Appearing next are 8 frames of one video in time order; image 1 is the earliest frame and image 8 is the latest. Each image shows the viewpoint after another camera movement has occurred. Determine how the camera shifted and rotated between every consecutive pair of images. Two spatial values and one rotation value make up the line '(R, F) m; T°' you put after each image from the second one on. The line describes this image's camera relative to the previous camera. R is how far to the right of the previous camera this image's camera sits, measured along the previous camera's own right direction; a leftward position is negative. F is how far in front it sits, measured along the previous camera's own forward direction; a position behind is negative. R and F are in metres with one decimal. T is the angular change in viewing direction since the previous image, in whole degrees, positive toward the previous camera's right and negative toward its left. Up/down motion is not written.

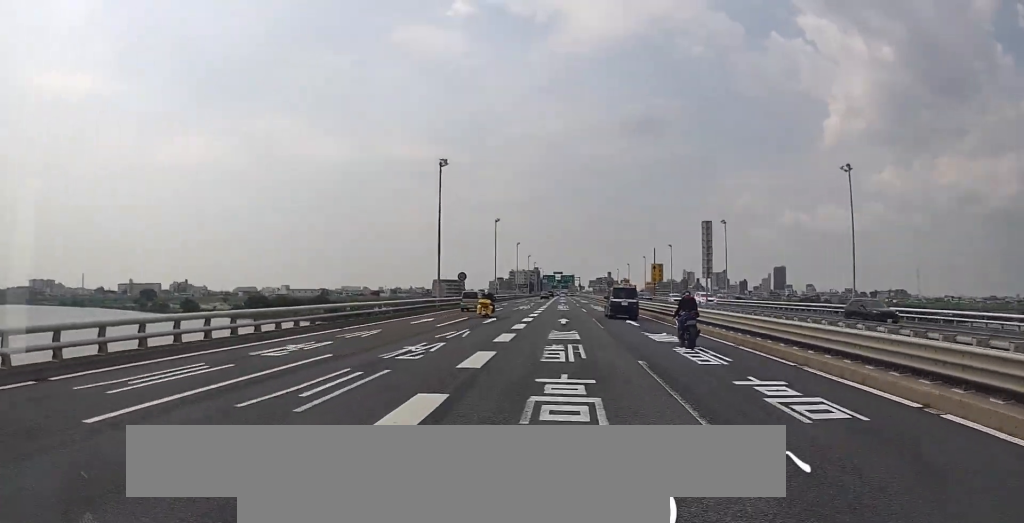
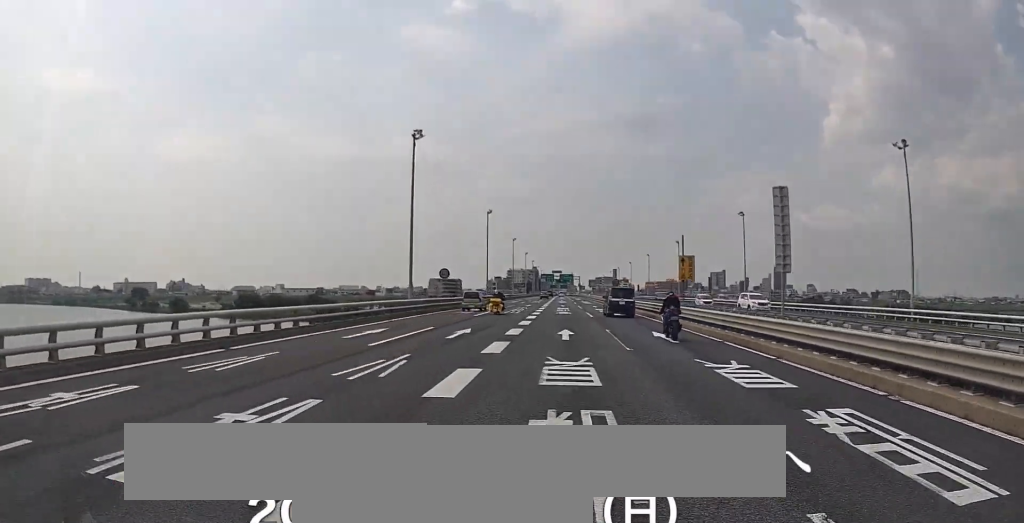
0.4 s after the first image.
(0.0, +9.1) m; 0°
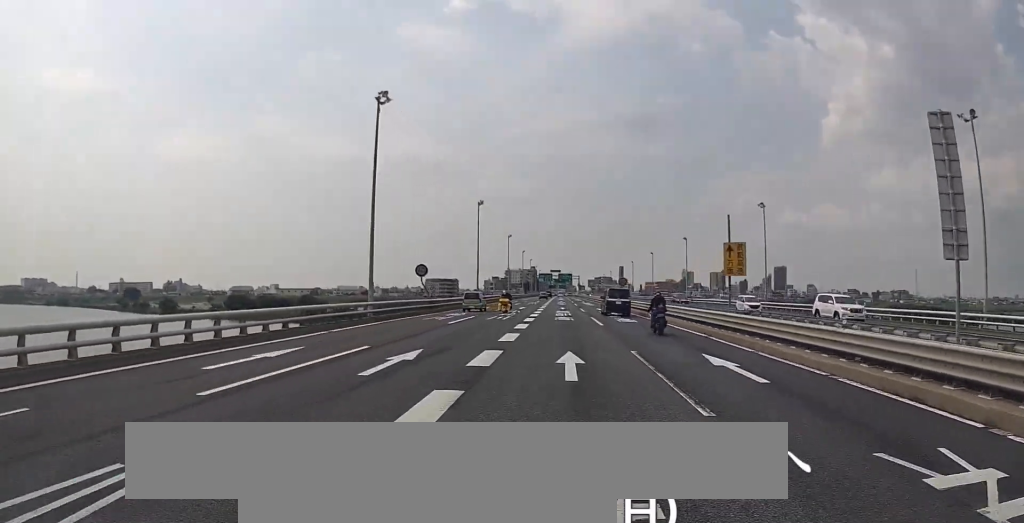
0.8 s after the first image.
(0.0, +8.3) m; 0°
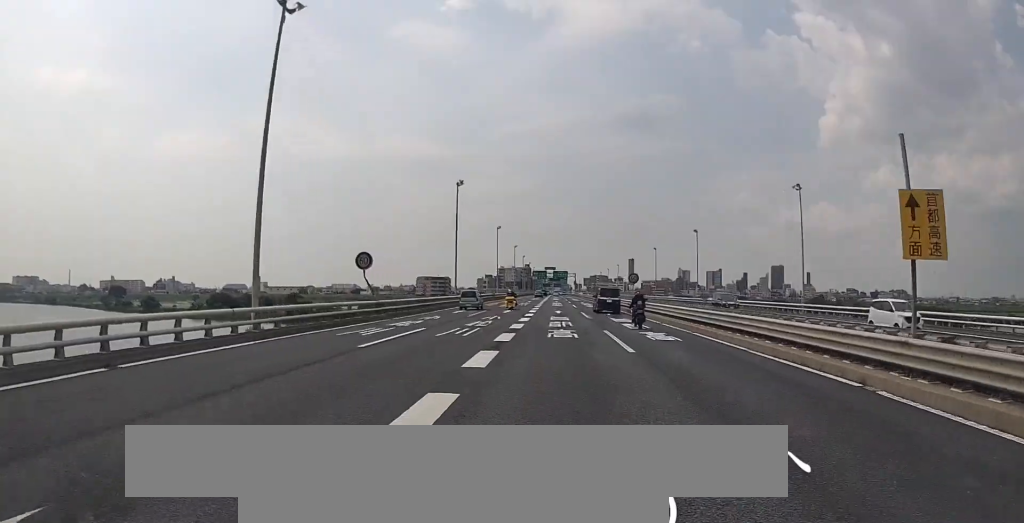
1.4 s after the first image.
(-0.2, +12.4) m; 0°
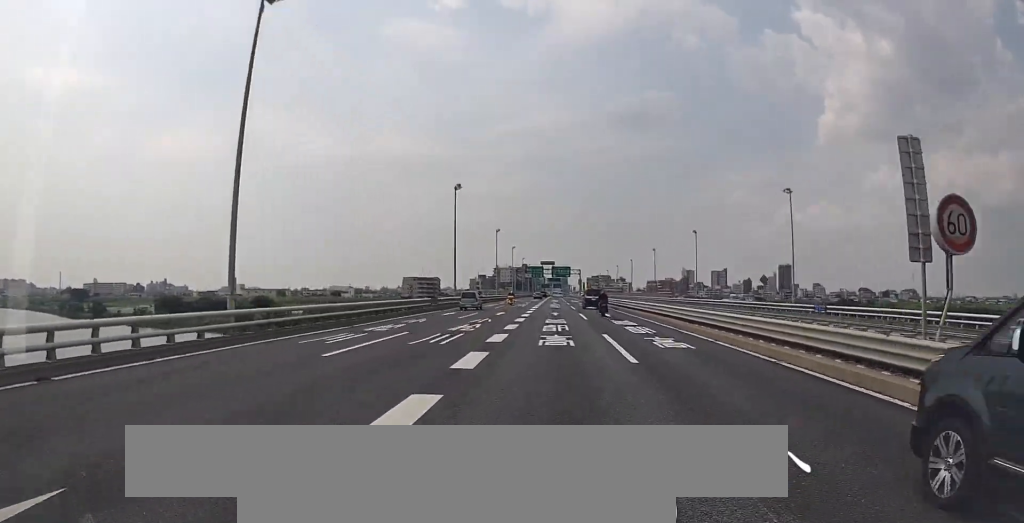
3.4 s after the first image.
(+0.2, +41.4) m; 0°
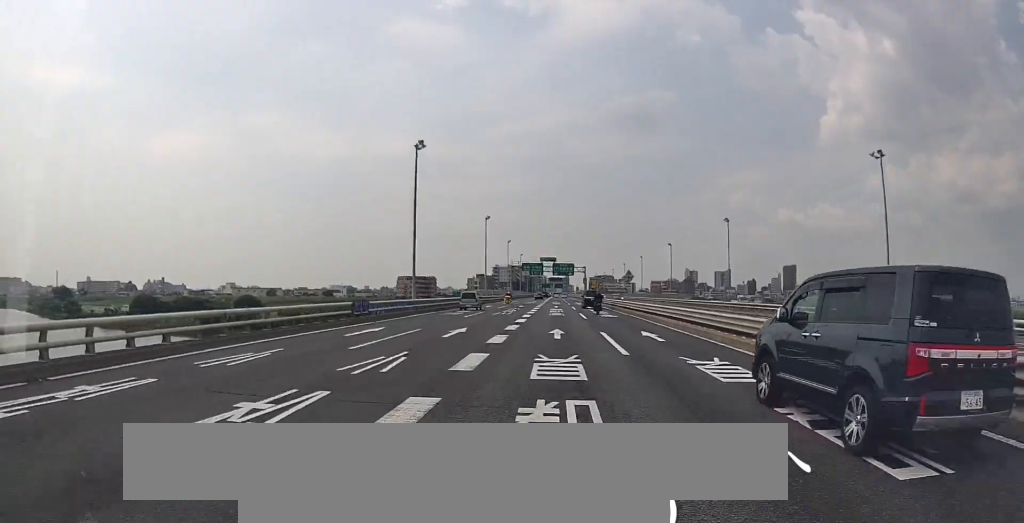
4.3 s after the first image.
(0.0, +17.5) m; 0°
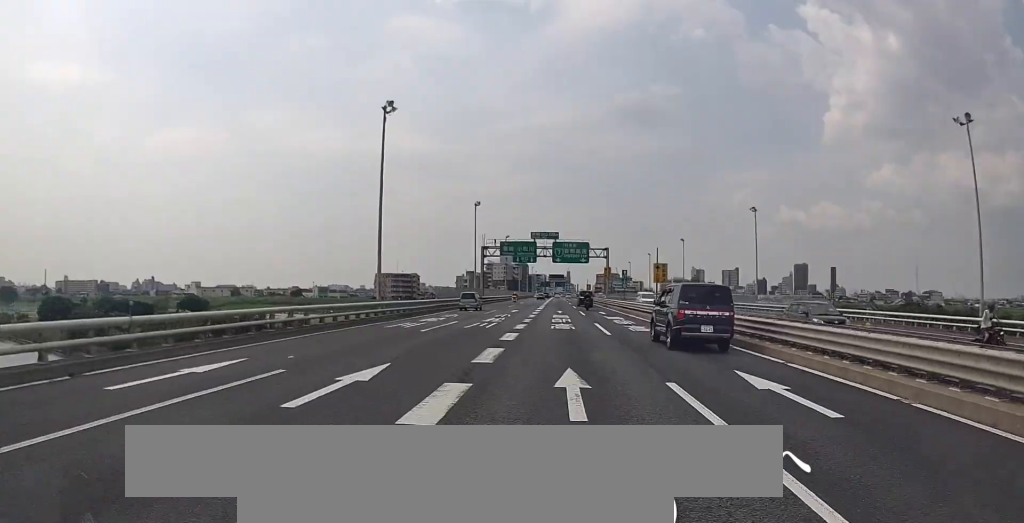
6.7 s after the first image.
(-0.2, +51.8) m; -1°
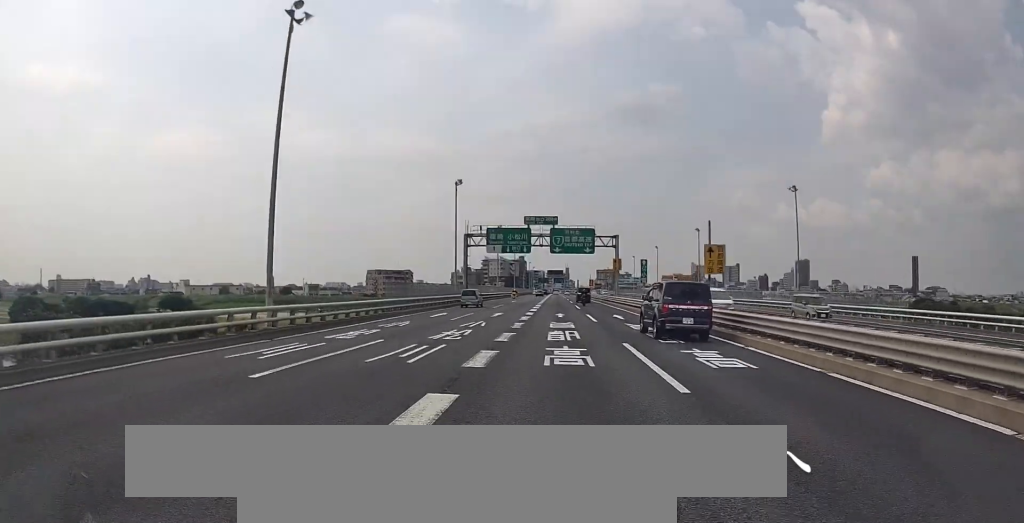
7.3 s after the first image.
(0.0, +12.3) m; 0°
